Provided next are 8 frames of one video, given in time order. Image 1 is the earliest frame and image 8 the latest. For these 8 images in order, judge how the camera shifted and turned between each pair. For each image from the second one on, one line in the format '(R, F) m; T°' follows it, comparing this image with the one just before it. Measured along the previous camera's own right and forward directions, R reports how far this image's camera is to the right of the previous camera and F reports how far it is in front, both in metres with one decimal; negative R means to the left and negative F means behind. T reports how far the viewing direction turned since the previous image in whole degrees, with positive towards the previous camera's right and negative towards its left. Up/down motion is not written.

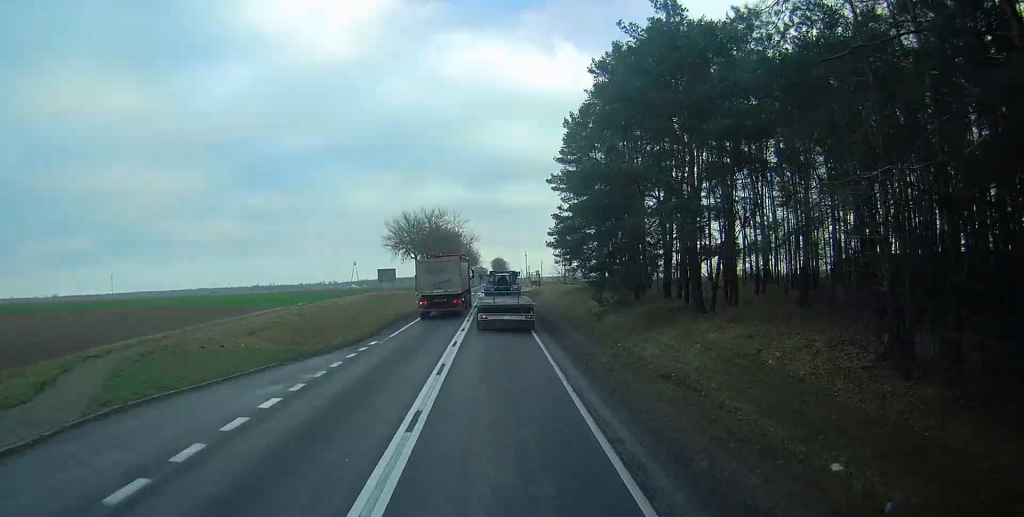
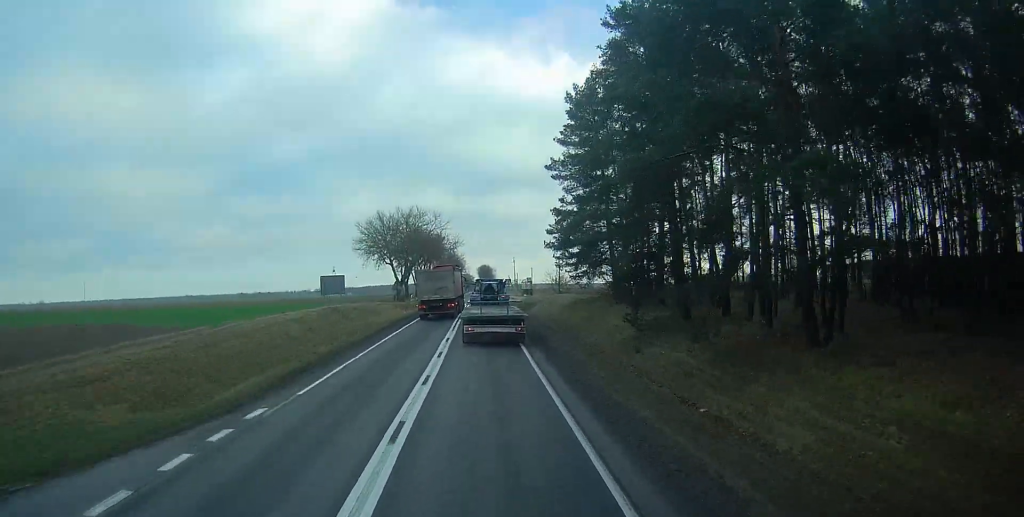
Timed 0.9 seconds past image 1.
(+0.1, +12.1) m; 0°
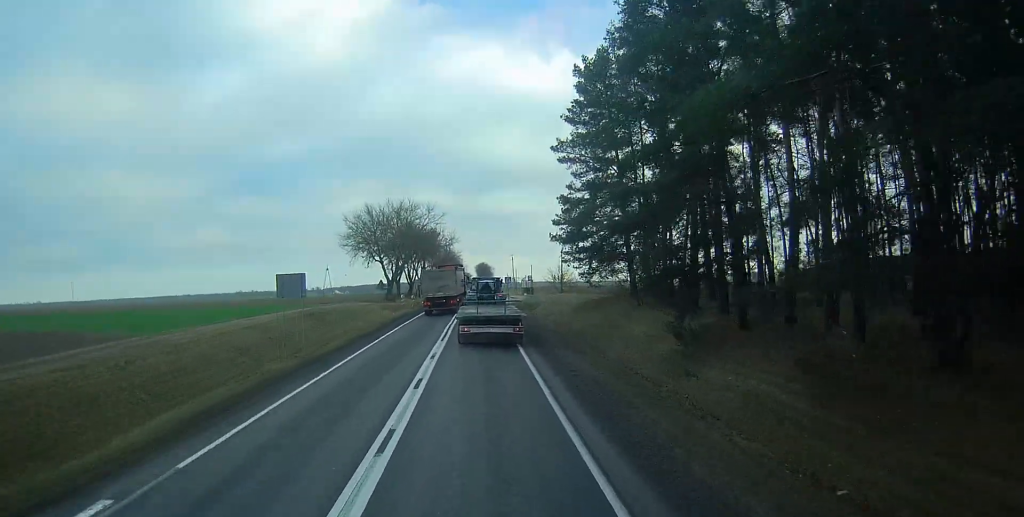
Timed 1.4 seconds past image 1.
(+0.1, +6.6) m; 0°
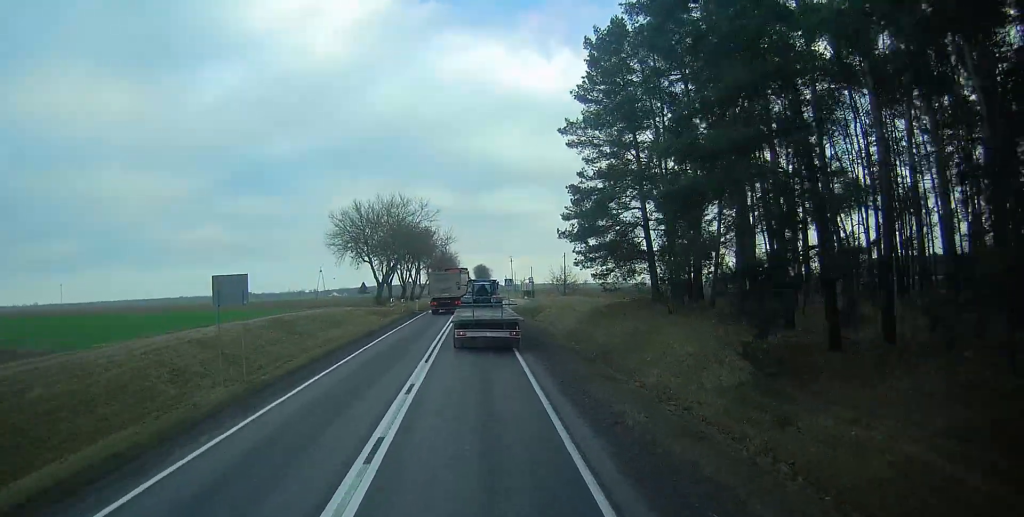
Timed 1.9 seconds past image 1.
(-0.1, +6.0) m; -1°
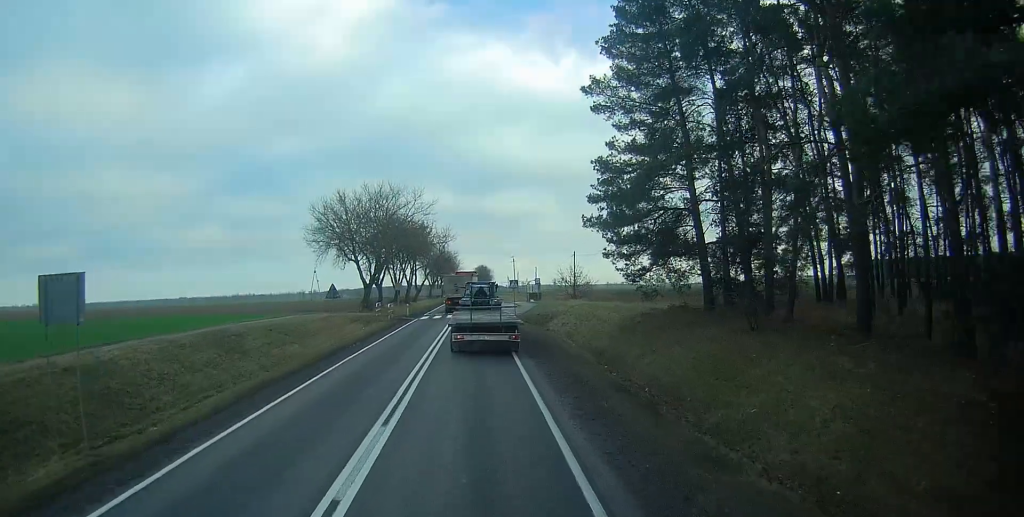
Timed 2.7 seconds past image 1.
(-0.1, +8.7) m; -1°
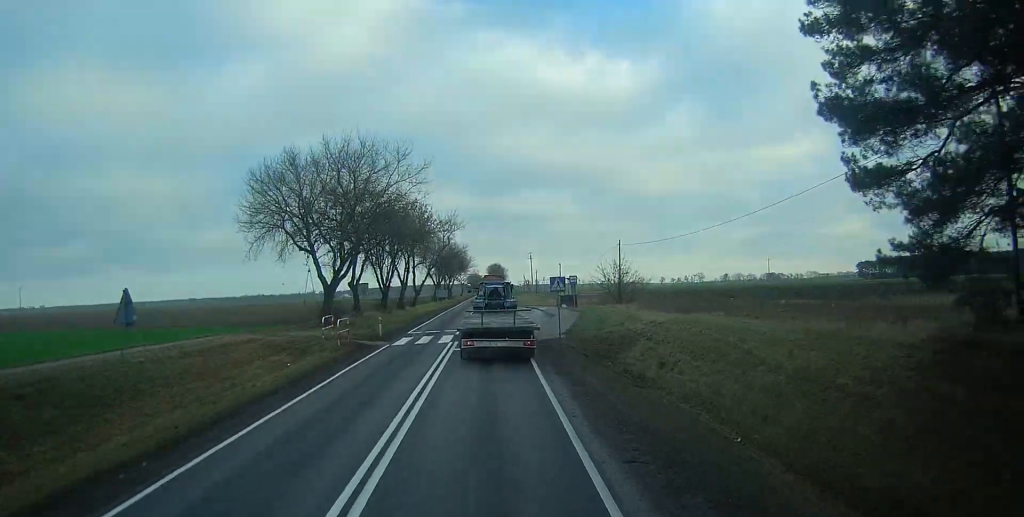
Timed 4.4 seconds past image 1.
(+0.2, +20.1) m; 0°
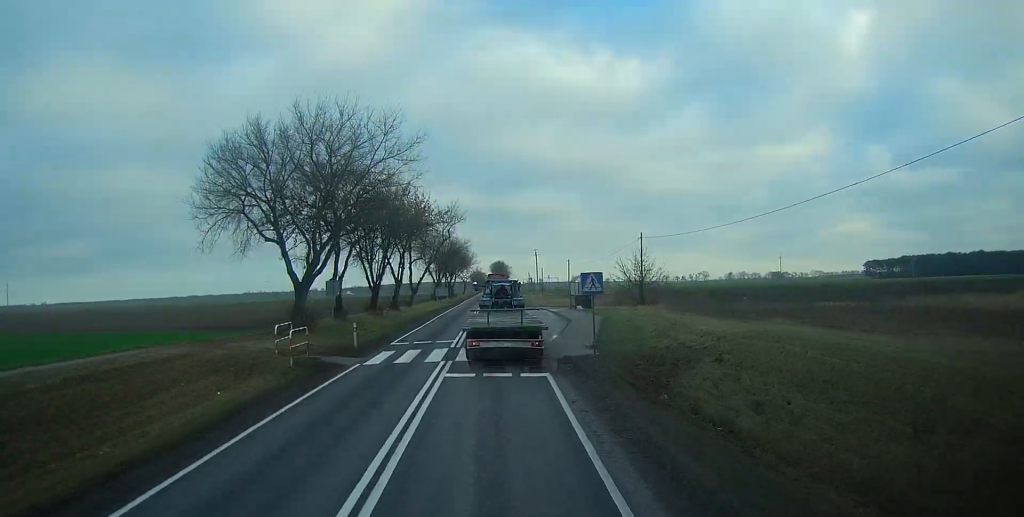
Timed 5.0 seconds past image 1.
(-0.2, +7.3) m; -1°
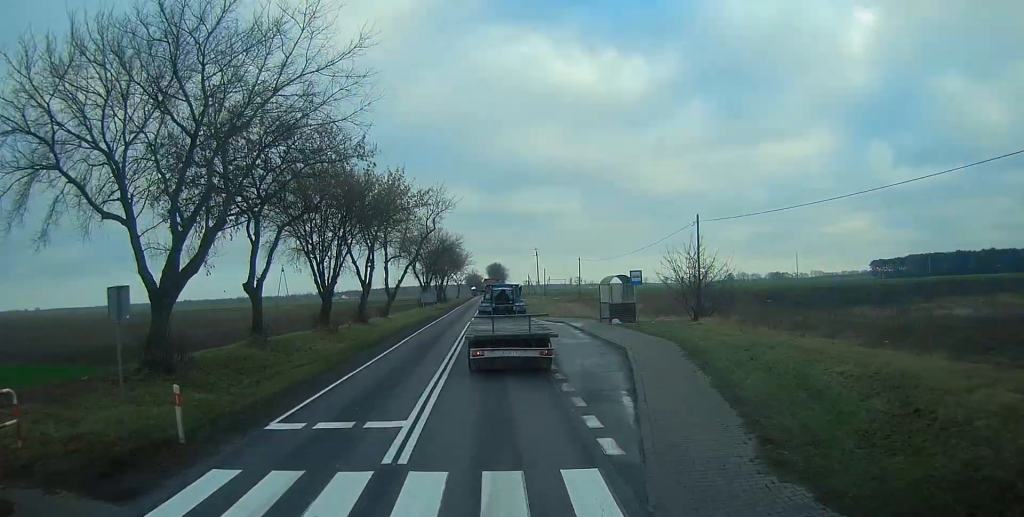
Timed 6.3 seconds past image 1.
(-0.2, +15.7) m; -1°
